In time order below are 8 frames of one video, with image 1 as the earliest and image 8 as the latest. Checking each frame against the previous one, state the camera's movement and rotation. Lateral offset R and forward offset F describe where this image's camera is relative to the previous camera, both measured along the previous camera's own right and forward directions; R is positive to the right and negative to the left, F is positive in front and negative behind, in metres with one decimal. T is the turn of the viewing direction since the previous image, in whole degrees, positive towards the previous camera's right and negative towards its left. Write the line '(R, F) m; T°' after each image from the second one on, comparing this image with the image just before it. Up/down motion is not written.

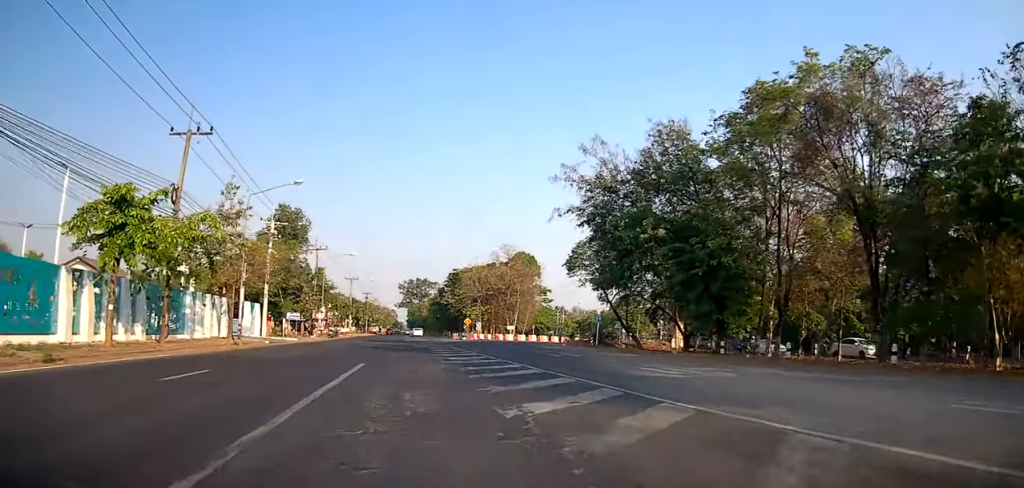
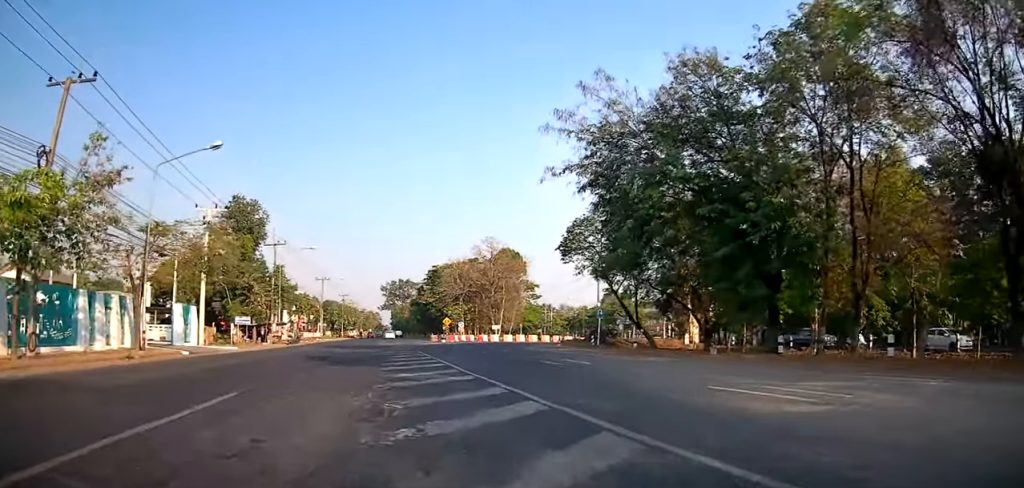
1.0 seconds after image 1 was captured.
(-0.1, +8.1) m; -2°
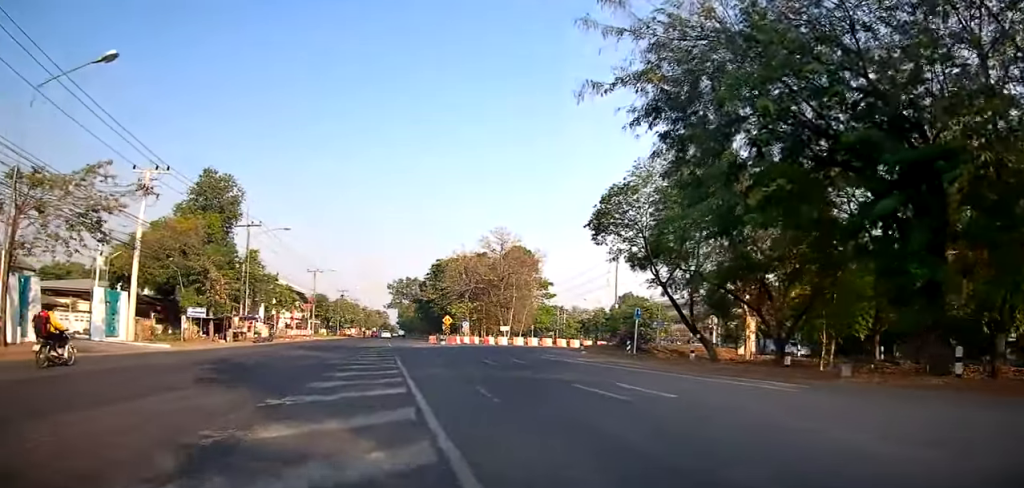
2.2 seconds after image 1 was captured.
(-0.1, +9.2) m; 0°
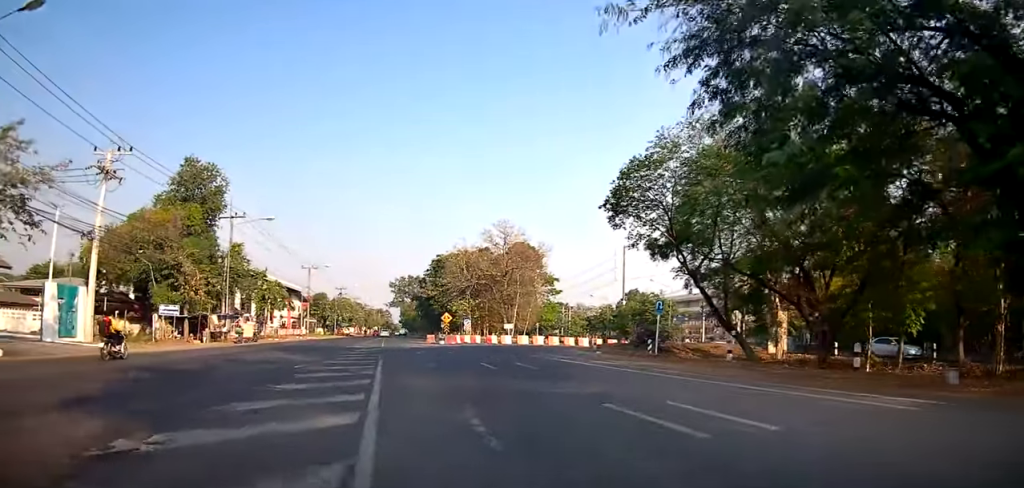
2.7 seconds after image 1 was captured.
(+0.1, +4.0) m; +1°
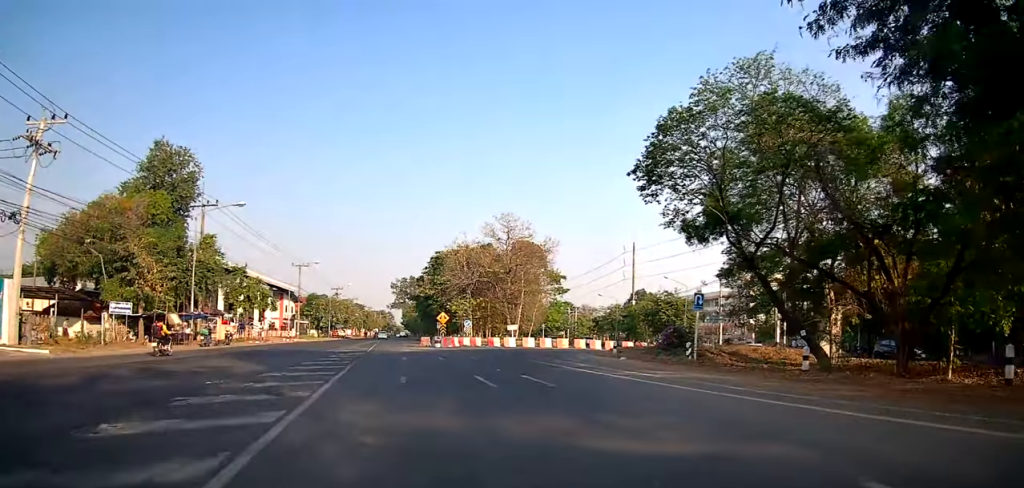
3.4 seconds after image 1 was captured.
(0.0, +5.6) m; 0°
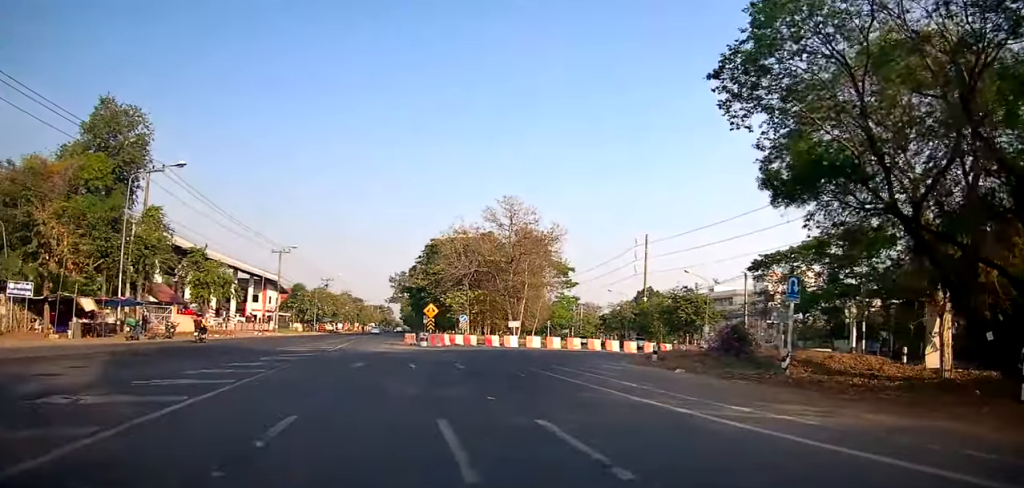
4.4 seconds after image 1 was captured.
(0.0, +8.0) m; 0°
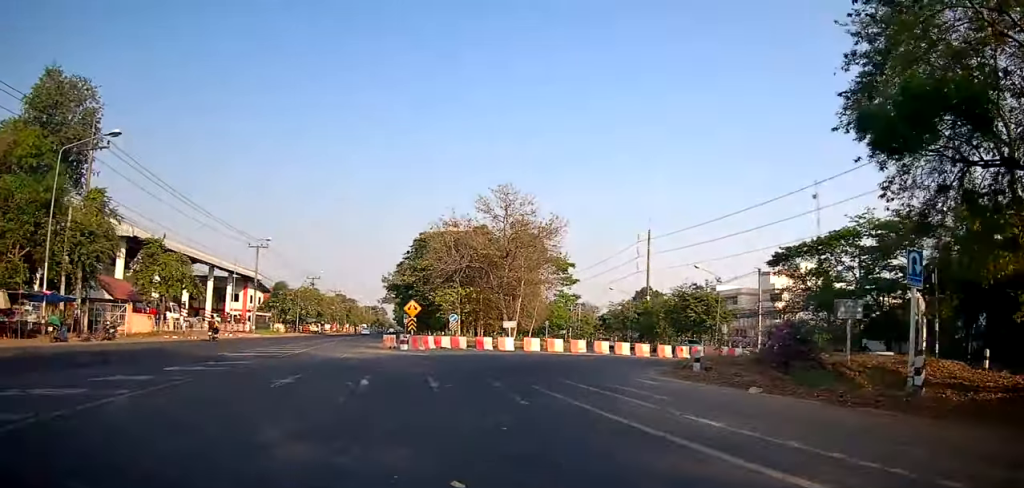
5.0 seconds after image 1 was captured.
(0.0, +5.5) m; 0°
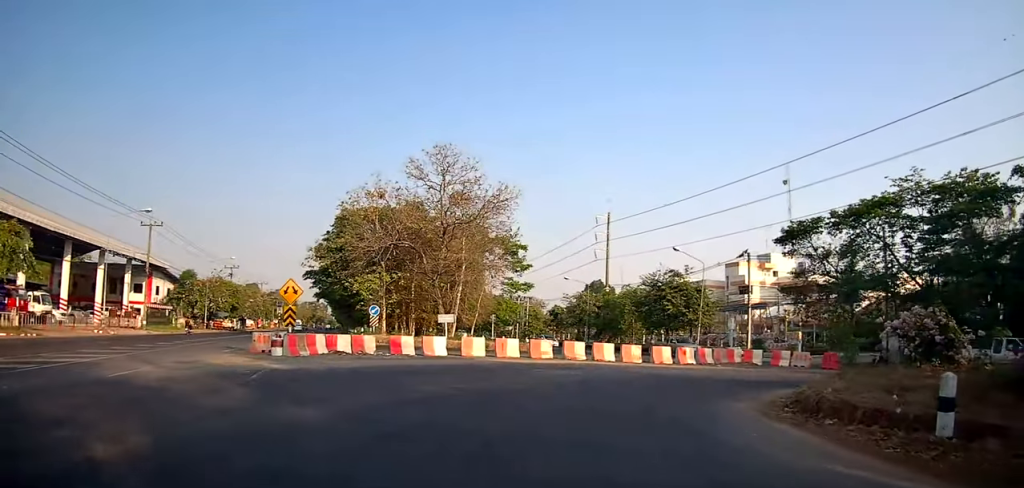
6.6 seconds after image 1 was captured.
(+0.5, +11.9) m; +5°
